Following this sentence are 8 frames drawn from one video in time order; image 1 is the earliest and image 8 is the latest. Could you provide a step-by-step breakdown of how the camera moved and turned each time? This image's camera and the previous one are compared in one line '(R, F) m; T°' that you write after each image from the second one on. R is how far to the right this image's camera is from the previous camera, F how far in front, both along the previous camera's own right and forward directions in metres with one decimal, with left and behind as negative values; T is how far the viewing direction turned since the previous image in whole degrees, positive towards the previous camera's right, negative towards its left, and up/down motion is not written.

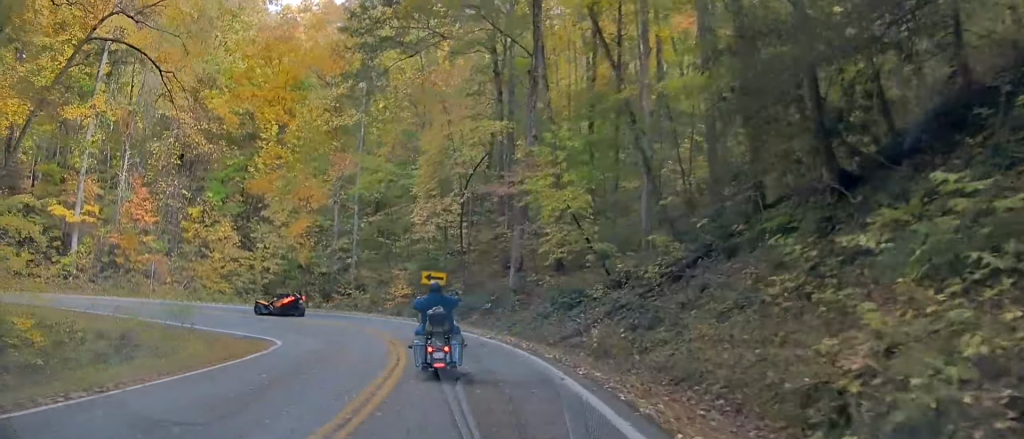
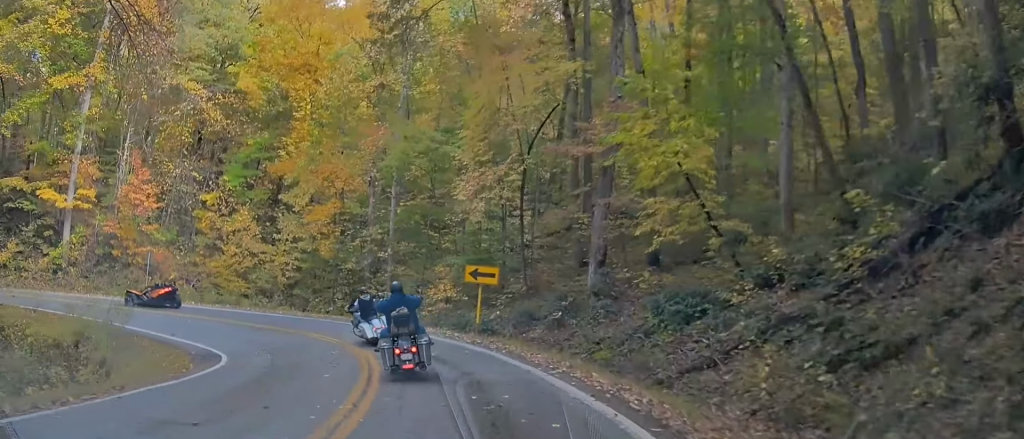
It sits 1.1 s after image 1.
(-0.2, +9.7) m; -5°
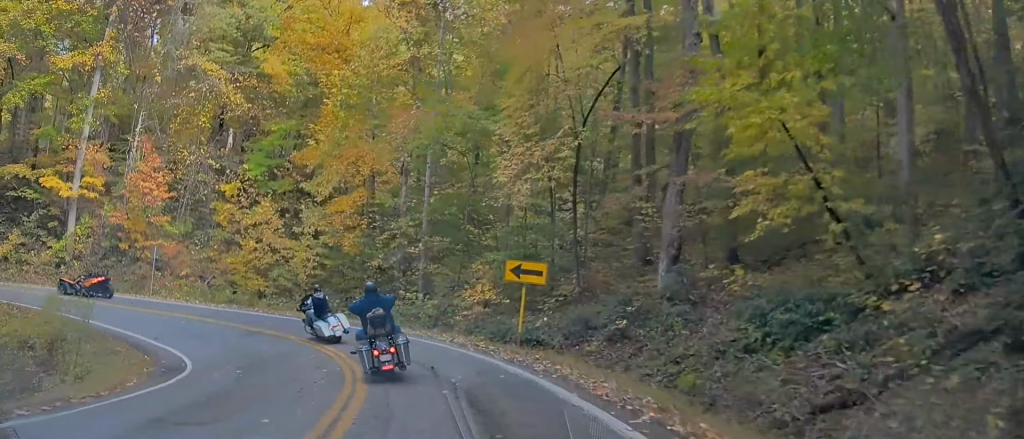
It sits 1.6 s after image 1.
(0.0, +4.5) m; -4°
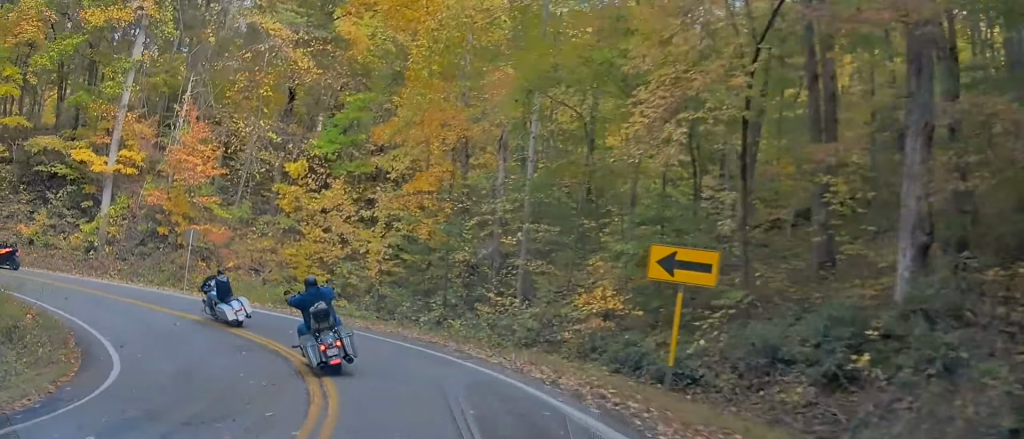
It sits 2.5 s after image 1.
(-0.4, +7.3) m; -11°
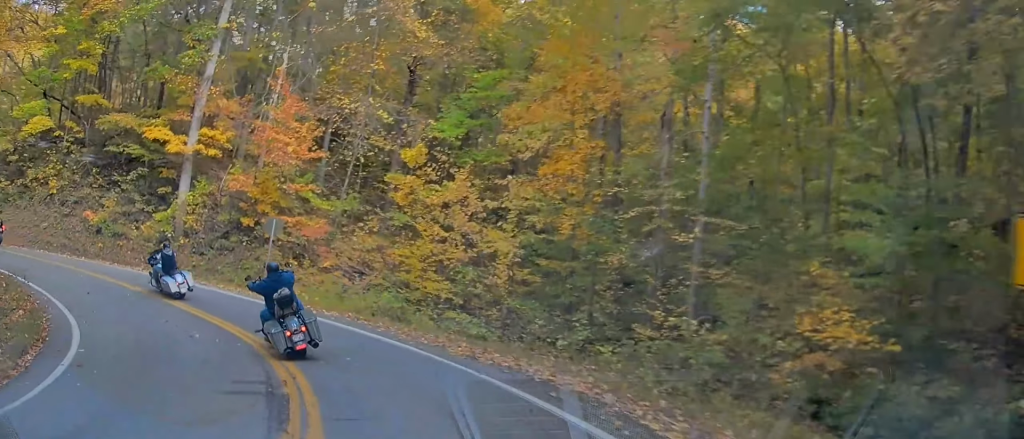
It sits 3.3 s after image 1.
(-0.7, +6.0) m; -8°
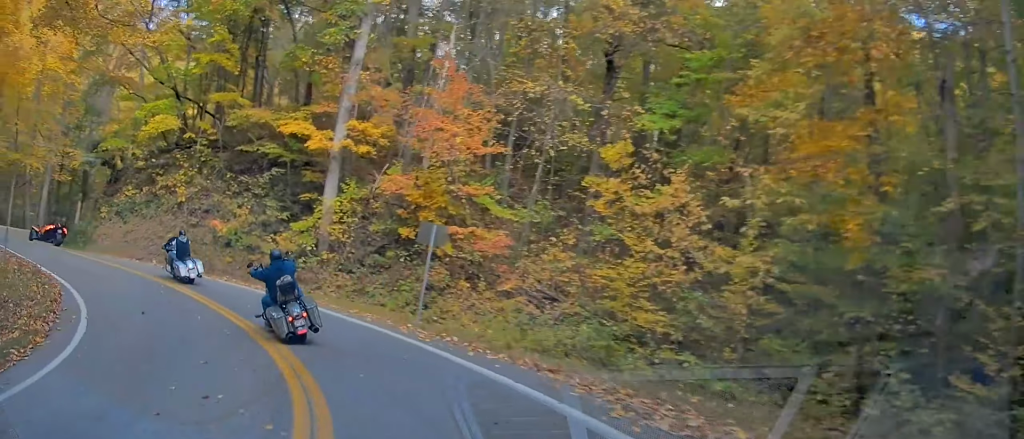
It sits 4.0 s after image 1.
(-0.5, +6.3) m; -18°
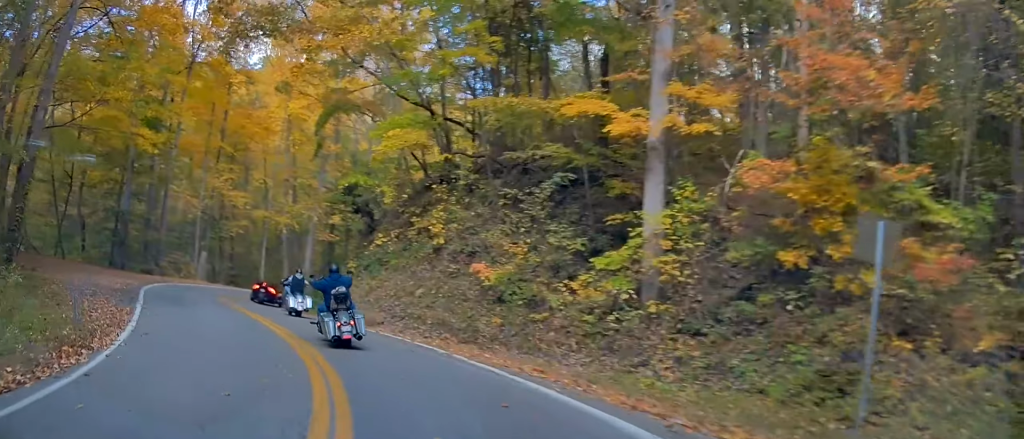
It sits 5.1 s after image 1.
(-2.9, +8.6) m; -44°
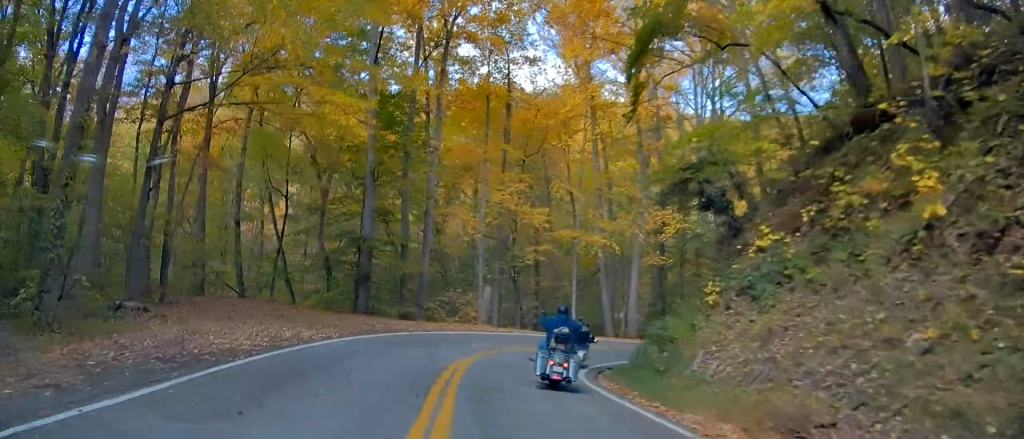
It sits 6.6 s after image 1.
(-5.8, +12.9) m; -28°
